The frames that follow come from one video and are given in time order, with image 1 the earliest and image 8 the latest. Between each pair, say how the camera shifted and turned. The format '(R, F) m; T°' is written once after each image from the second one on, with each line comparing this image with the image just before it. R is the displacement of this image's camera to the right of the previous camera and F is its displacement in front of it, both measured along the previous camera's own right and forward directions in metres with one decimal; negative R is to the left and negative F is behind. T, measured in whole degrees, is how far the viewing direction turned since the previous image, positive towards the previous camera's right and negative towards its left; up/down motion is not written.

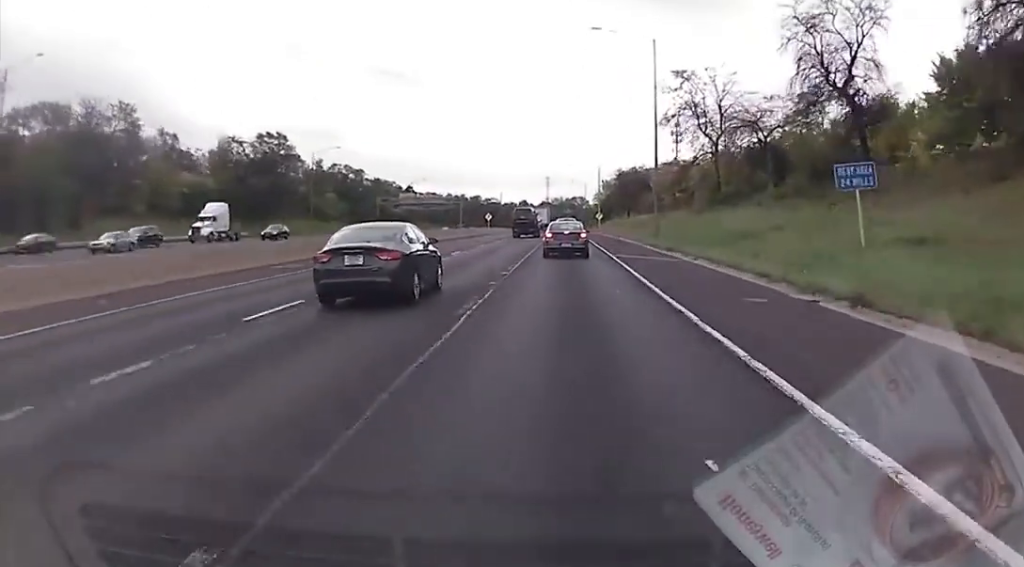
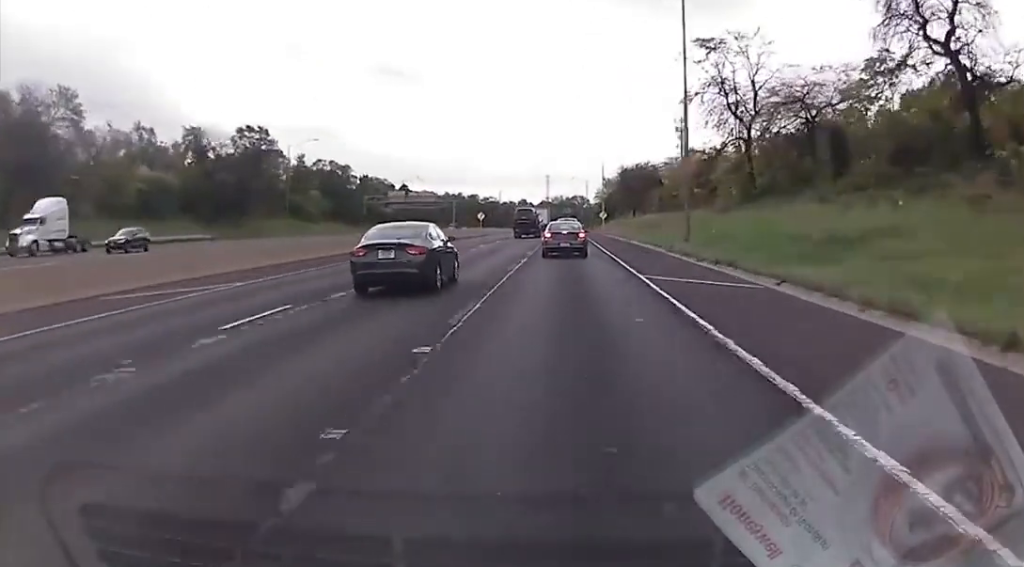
(+0.2, +13.3) m; 0°
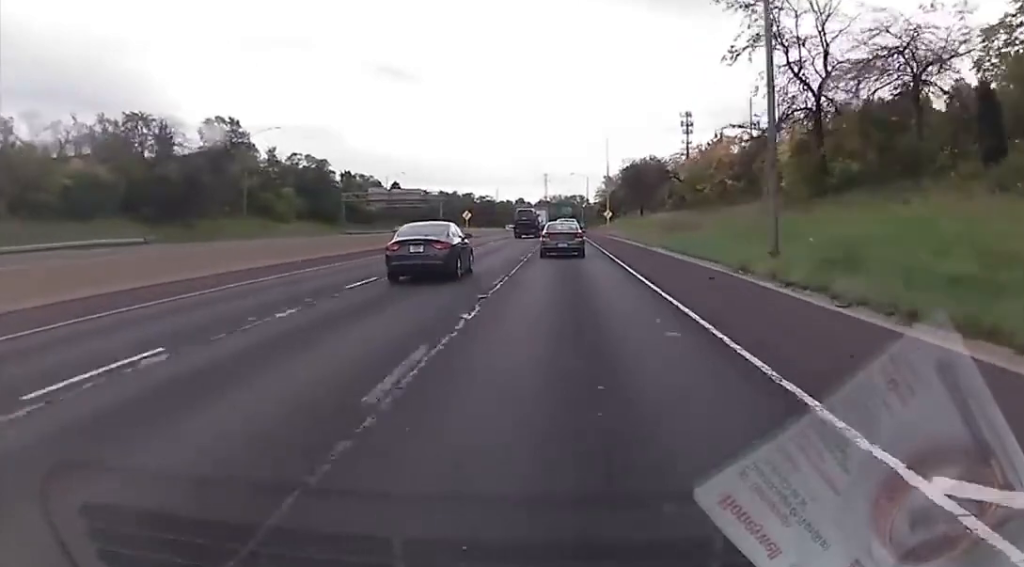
(-0.2, +17.3) m; -1°
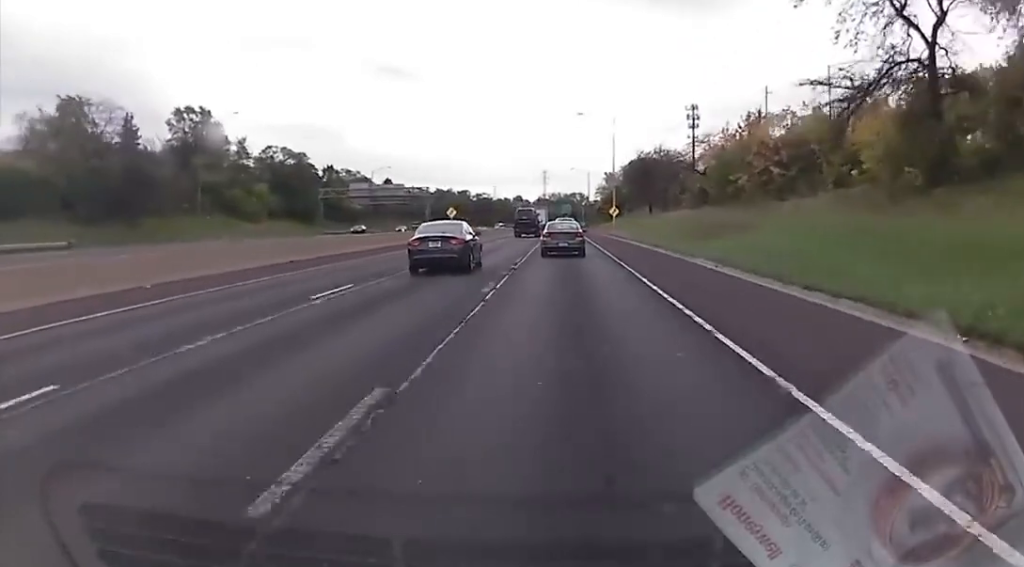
(-0.1, +14.8) m; 0°
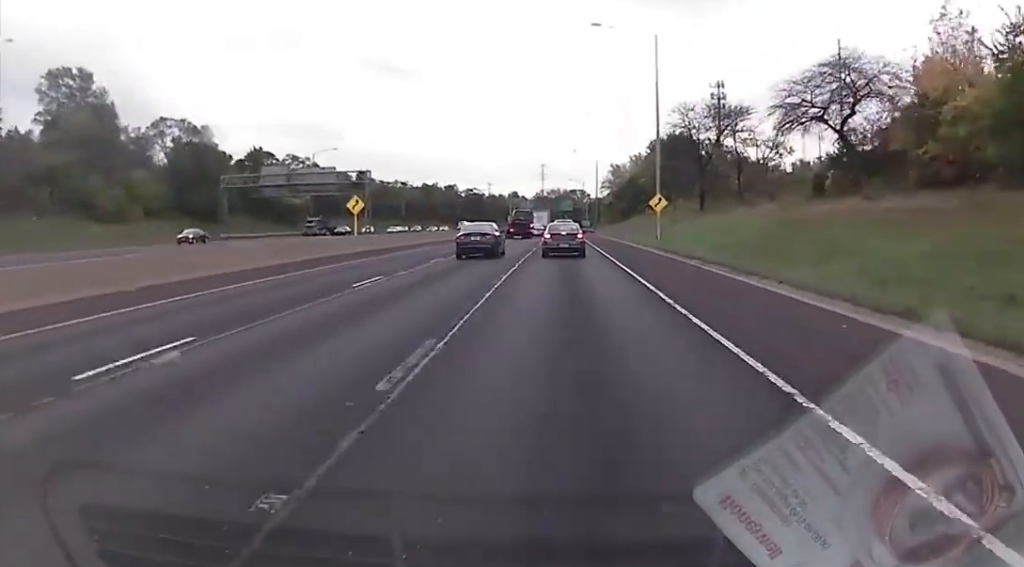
(0.0, +45.7) m; 0°
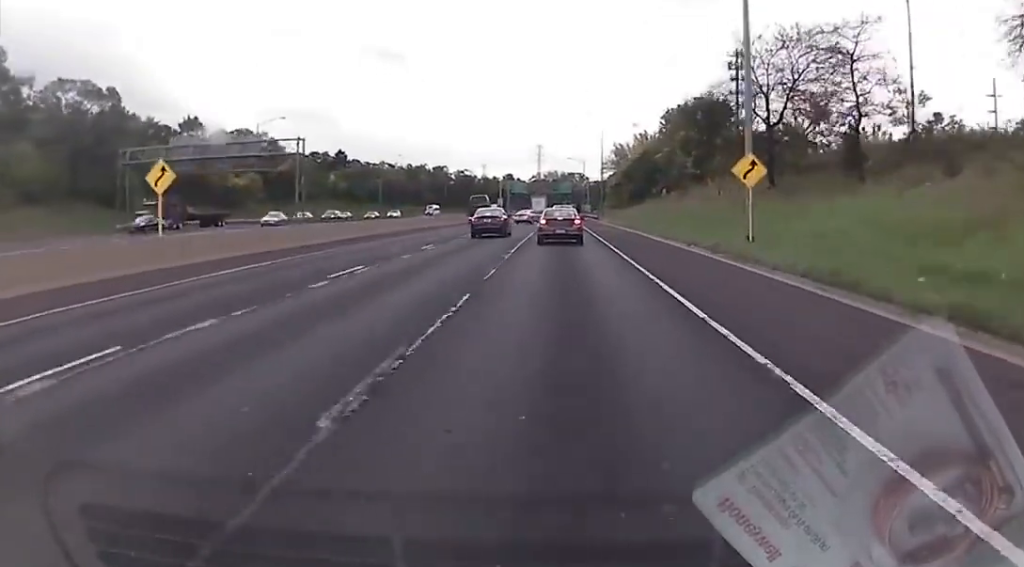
(+0.1, +26.9) m; +1°
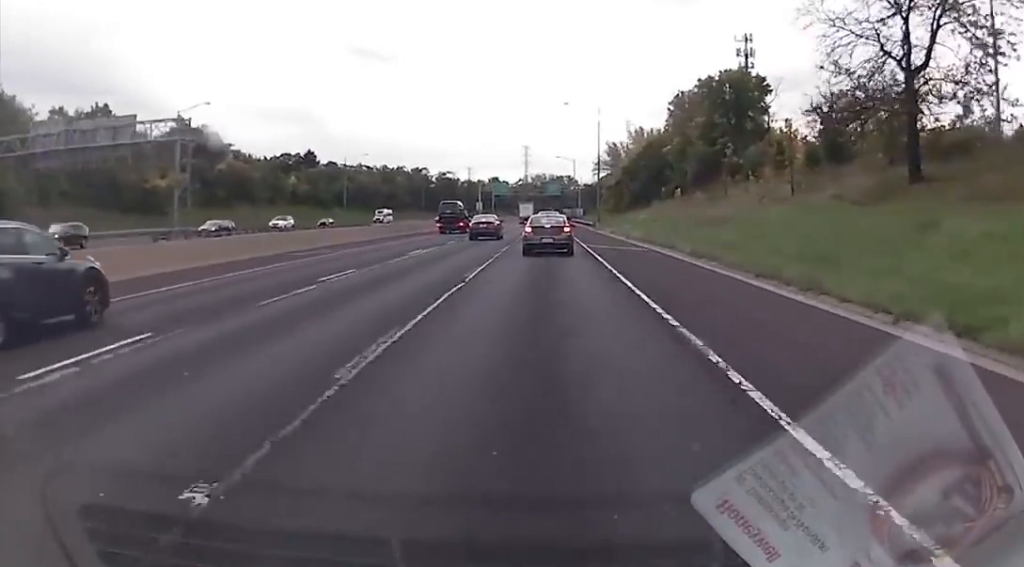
(+0.4, +25.4) m; +1°
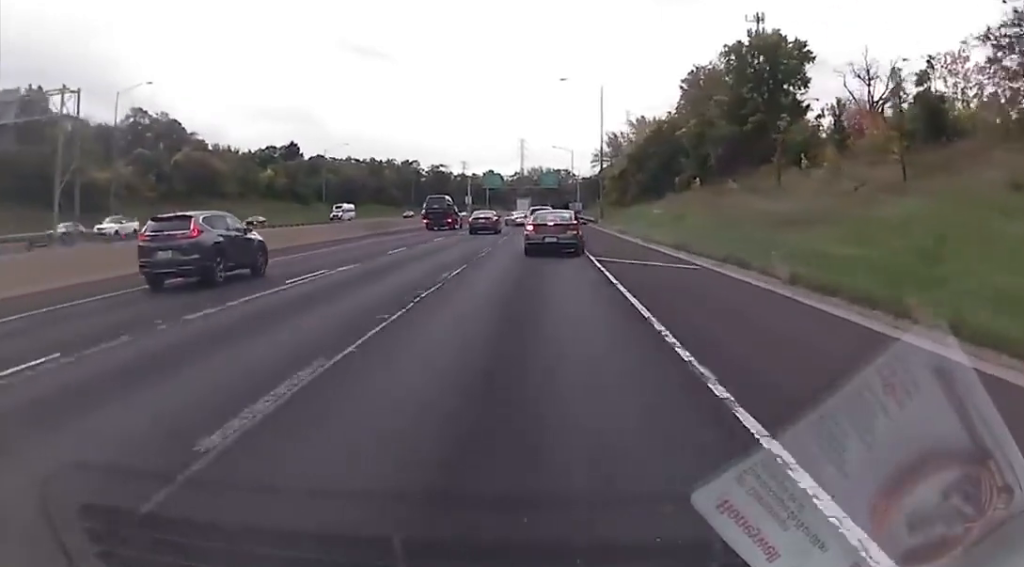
(0.0, +15.8) m; 0°
